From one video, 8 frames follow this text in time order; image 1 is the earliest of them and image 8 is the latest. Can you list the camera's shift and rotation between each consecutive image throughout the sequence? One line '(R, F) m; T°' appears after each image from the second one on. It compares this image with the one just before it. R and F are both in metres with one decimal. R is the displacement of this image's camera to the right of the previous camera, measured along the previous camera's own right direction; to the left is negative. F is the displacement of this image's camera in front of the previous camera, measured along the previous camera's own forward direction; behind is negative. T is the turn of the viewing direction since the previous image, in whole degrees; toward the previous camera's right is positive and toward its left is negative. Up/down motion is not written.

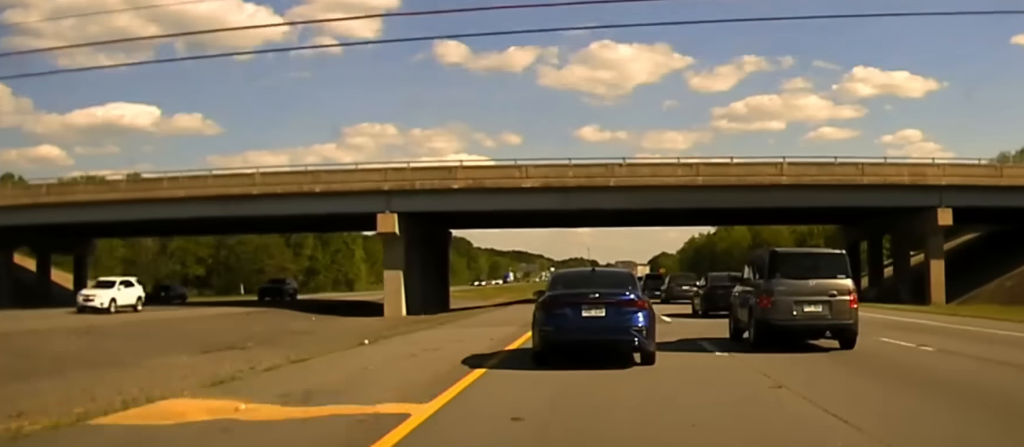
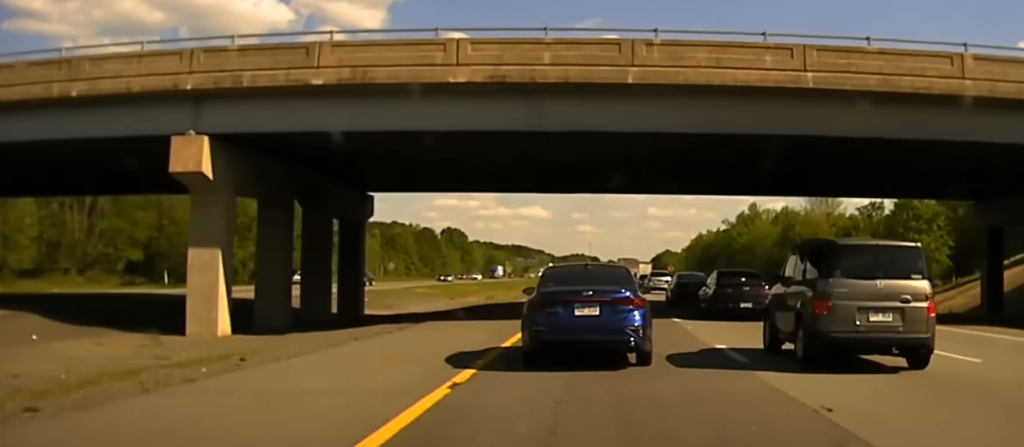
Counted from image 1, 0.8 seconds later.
(-0.1, +32.3) m; 0°
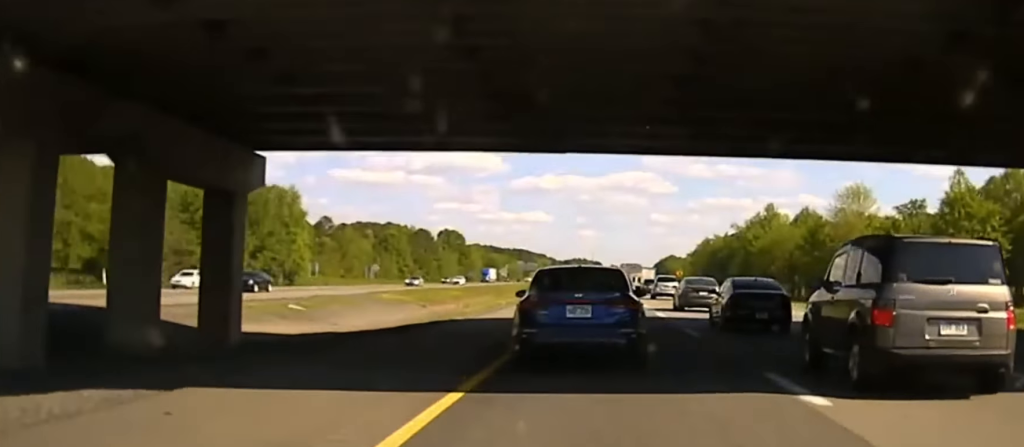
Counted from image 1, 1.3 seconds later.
(-0.1, +20.1) m; 0°
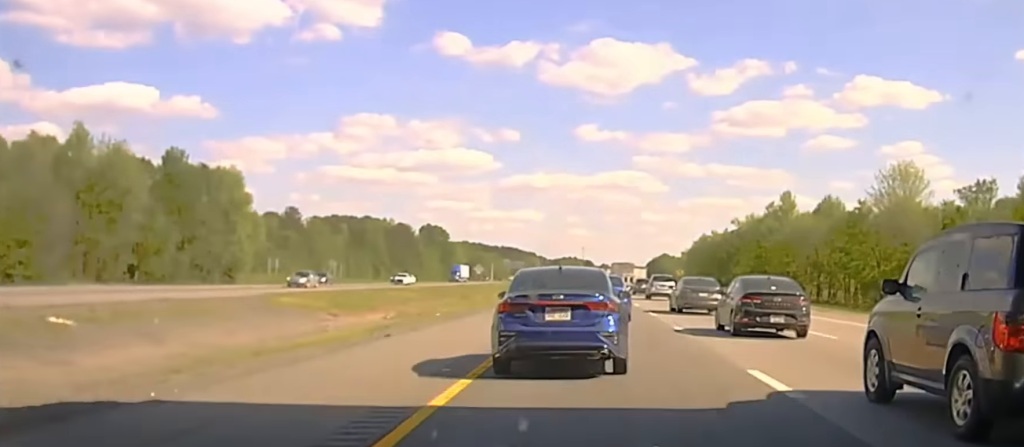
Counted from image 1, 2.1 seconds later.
(+0.2, +26.3) m; 0°
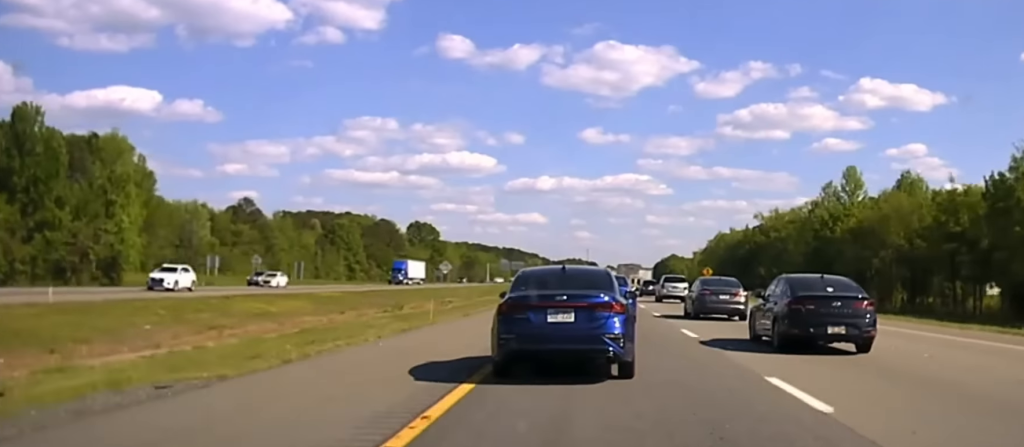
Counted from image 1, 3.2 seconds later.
(0.0, +32.0) m; 0°
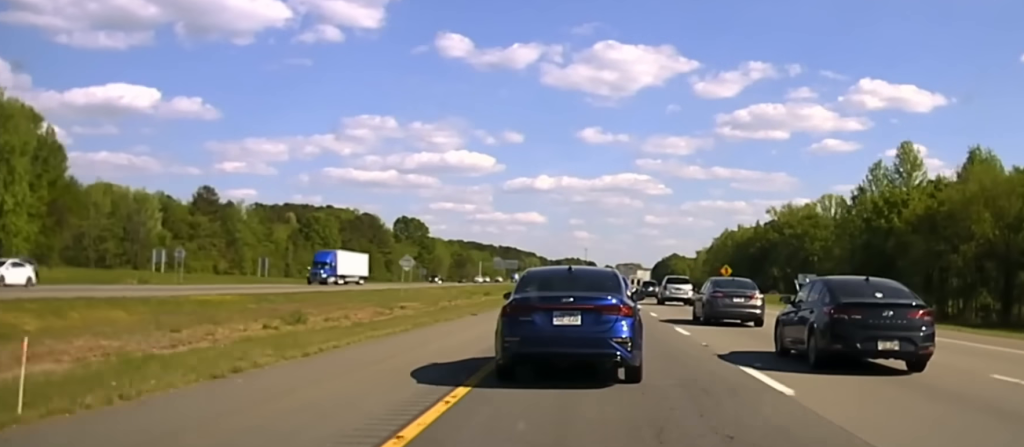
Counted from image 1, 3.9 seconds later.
(0.0, +17.3) m; 0°
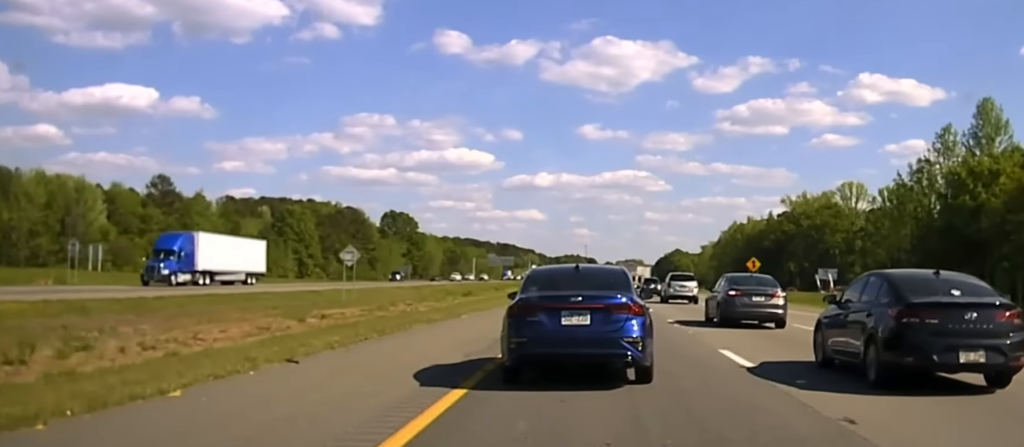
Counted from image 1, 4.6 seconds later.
(+0.1, +17.9) m; 0°
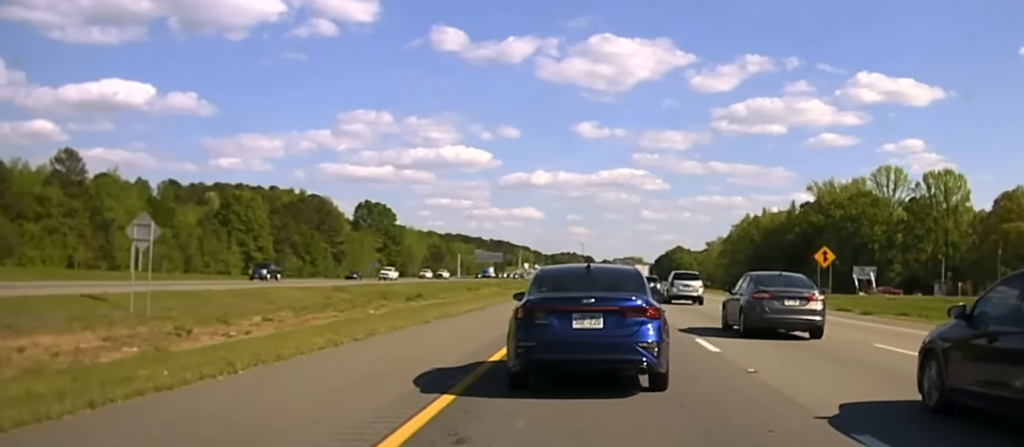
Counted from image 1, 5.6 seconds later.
(+0.1, +27.9) m; 0°
